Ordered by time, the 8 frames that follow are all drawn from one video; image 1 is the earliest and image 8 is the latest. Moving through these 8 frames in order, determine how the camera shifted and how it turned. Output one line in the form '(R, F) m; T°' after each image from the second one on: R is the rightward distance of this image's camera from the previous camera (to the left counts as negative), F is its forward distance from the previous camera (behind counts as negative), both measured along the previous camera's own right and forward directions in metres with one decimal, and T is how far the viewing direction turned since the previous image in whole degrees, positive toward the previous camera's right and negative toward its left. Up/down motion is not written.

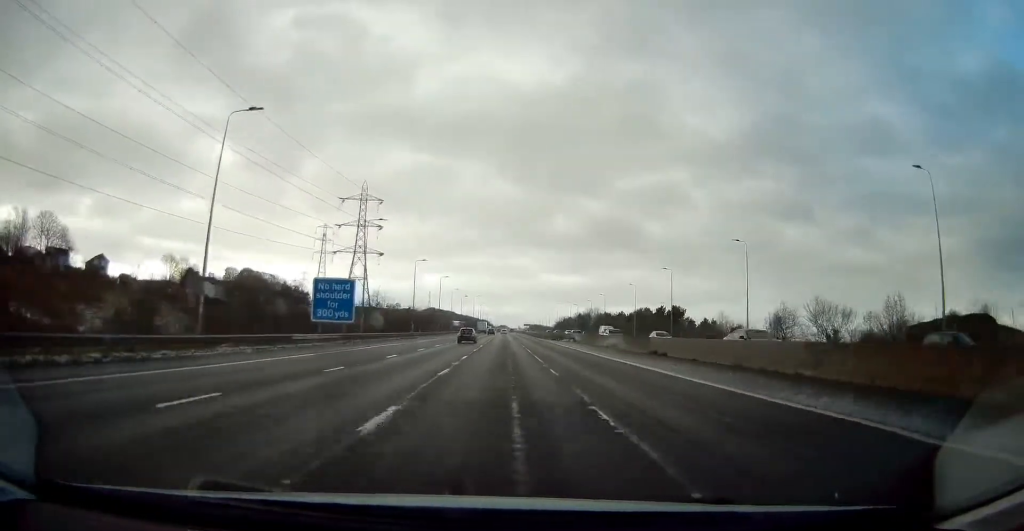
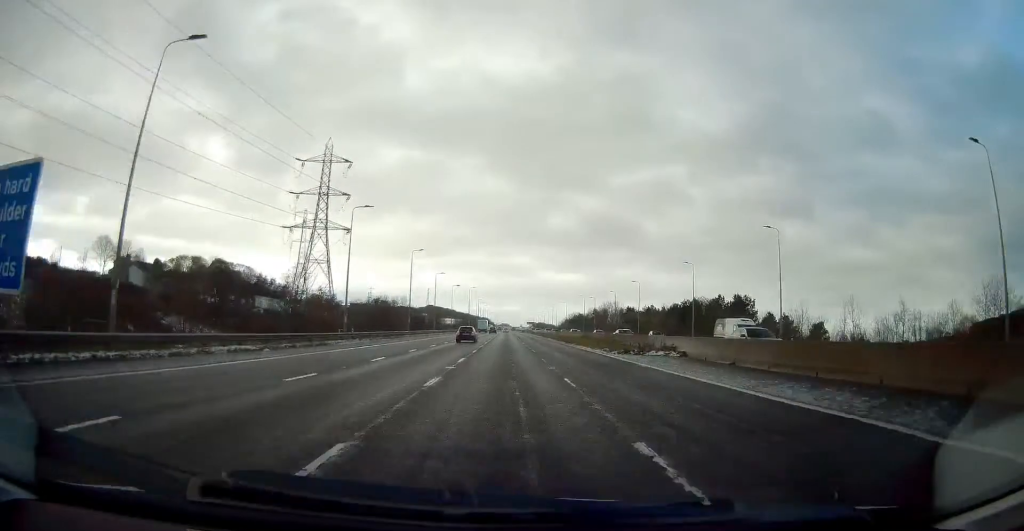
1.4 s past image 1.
(+0.1, +39.1) m; 0°
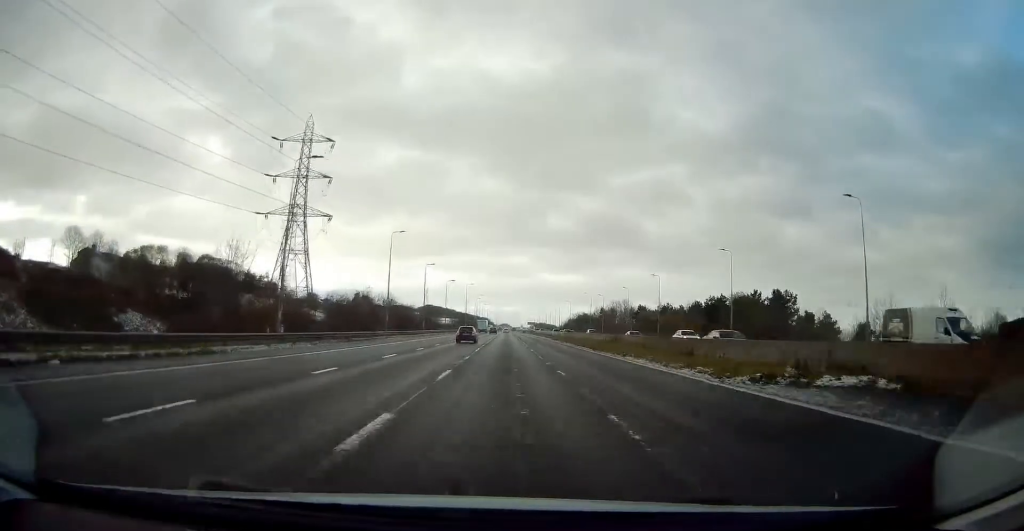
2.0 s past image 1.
(0.0, +15.6) m; 0°
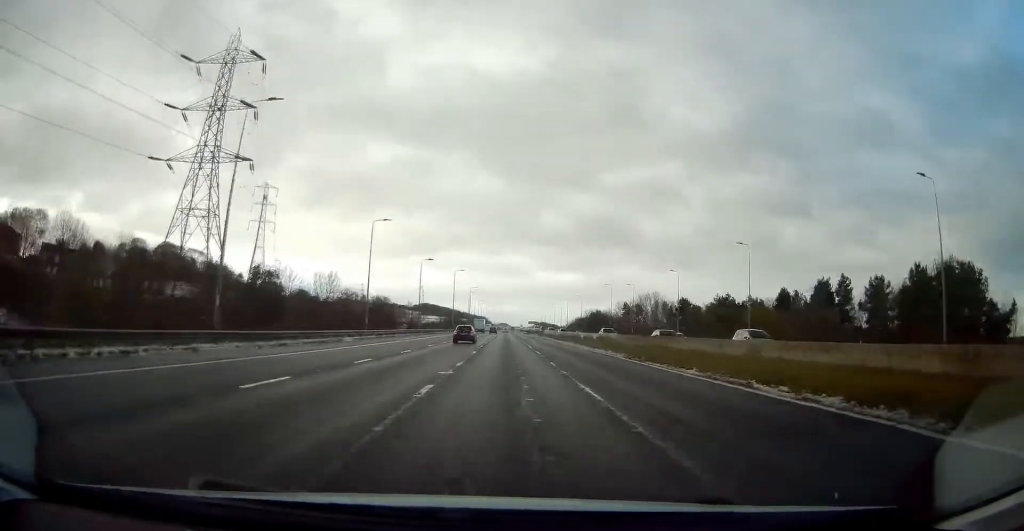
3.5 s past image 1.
(0.0, +40.5) m; 0°
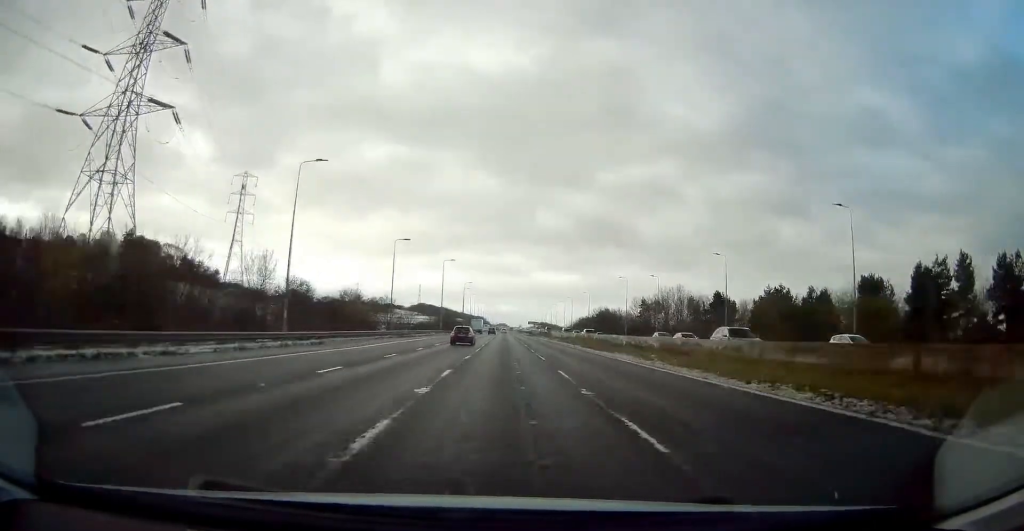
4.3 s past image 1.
(0.0, +22.1) m; 0°
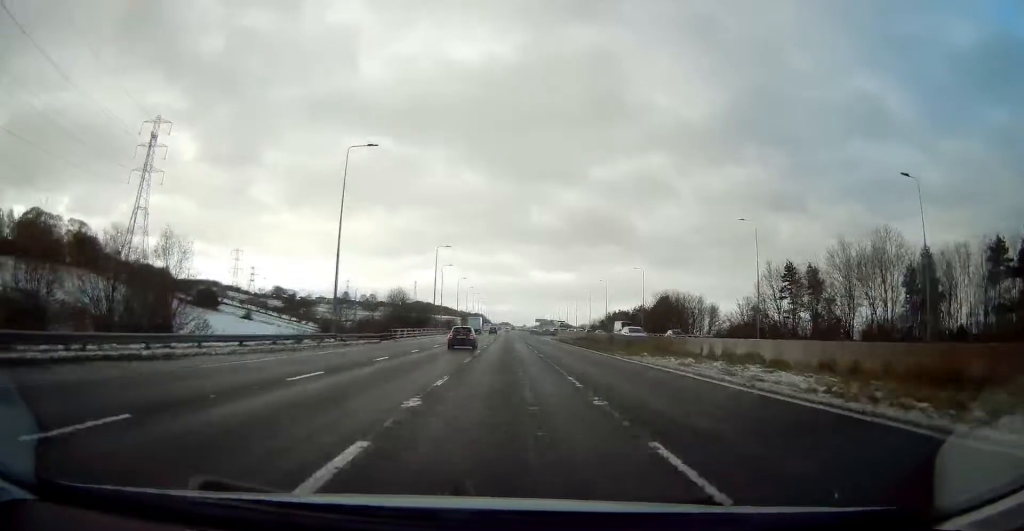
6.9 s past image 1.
(+0.9, +73.1) m; +1°
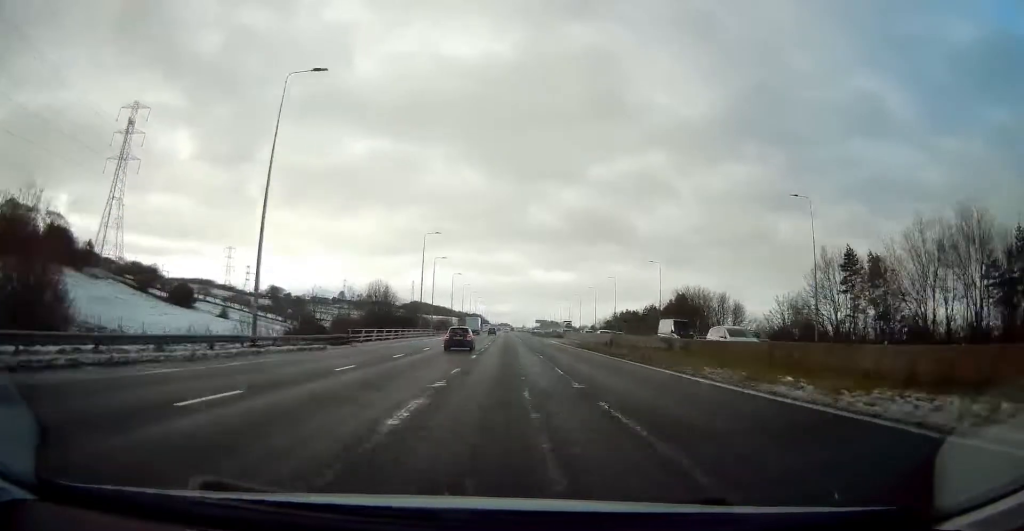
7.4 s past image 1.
(-0.2, +13.9) m; 0°
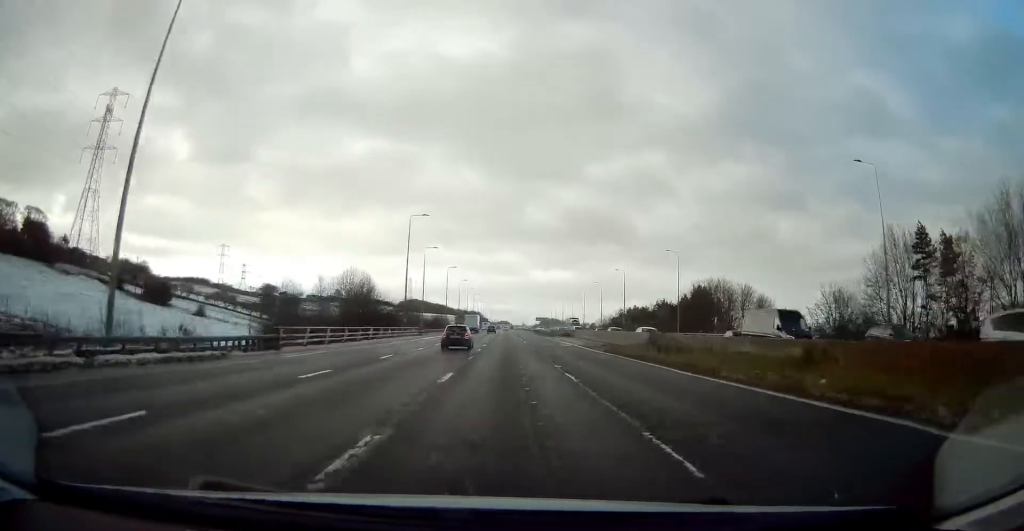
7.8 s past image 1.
(-0.1, +12.0) m; 0°
